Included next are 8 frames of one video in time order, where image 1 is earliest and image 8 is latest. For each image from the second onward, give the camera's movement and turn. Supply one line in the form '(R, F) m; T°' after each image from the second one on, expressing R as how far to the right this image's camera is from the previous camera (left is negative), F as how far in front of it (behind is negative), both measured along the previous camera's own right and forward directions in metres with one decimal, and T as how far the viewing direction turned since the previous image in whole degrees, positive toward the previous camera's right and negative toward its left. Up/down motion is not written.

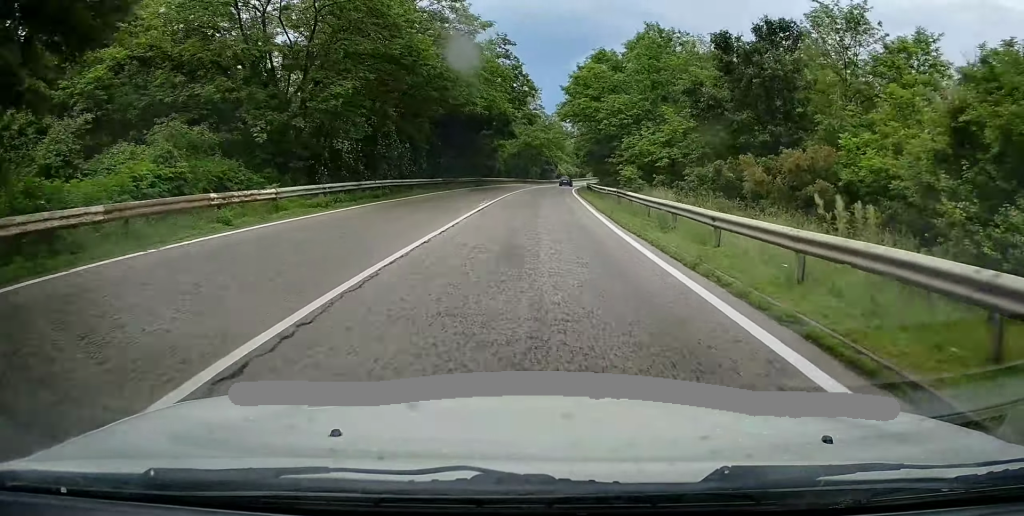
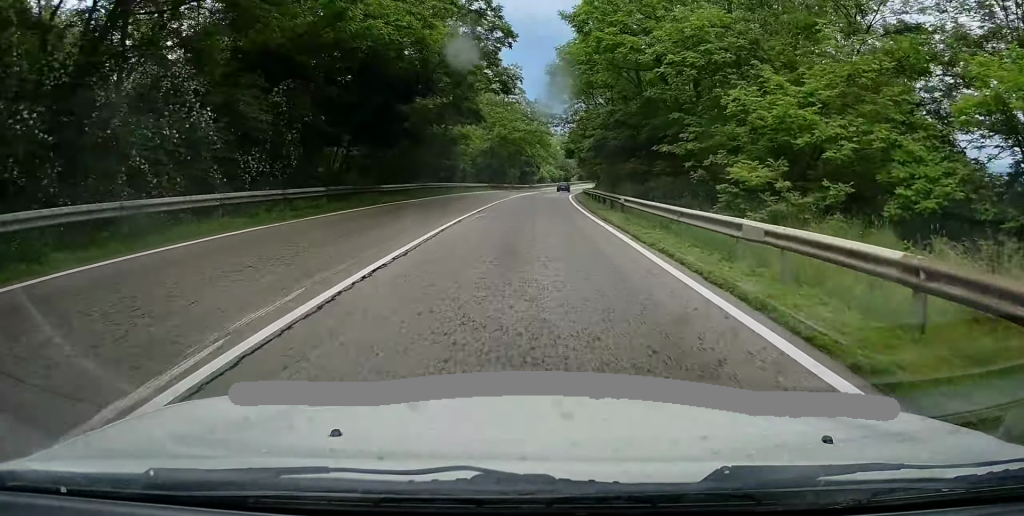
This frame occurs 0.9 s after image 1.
(+0.3, +21.7) m; +2°
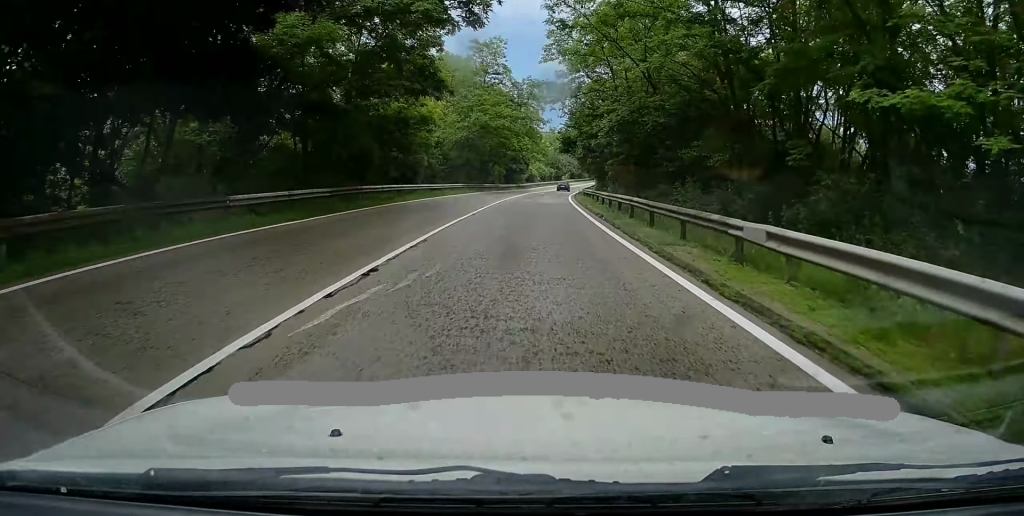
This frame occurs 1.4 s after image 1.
(+0.2, +14.2) m; +1°
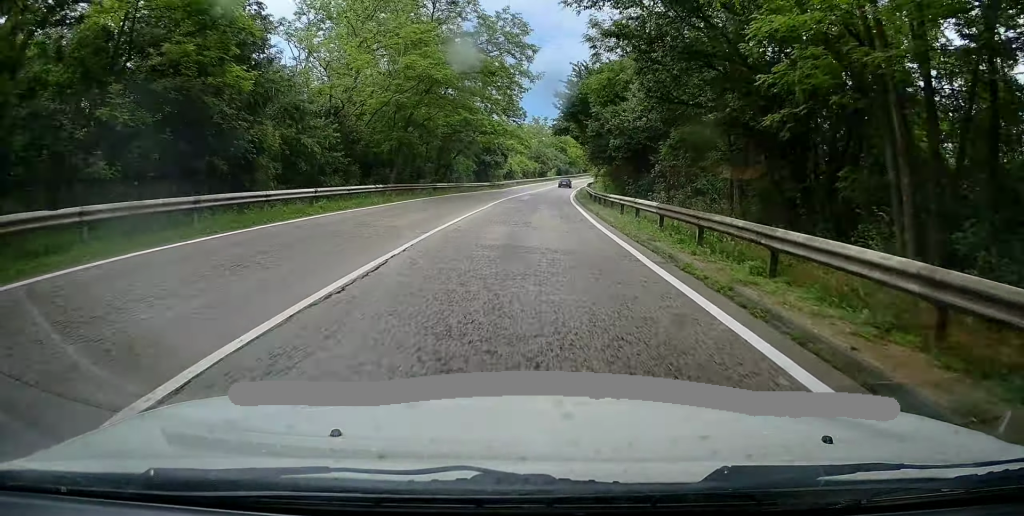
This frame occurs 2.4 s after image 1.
(+0.4, +24.3) m; +1°
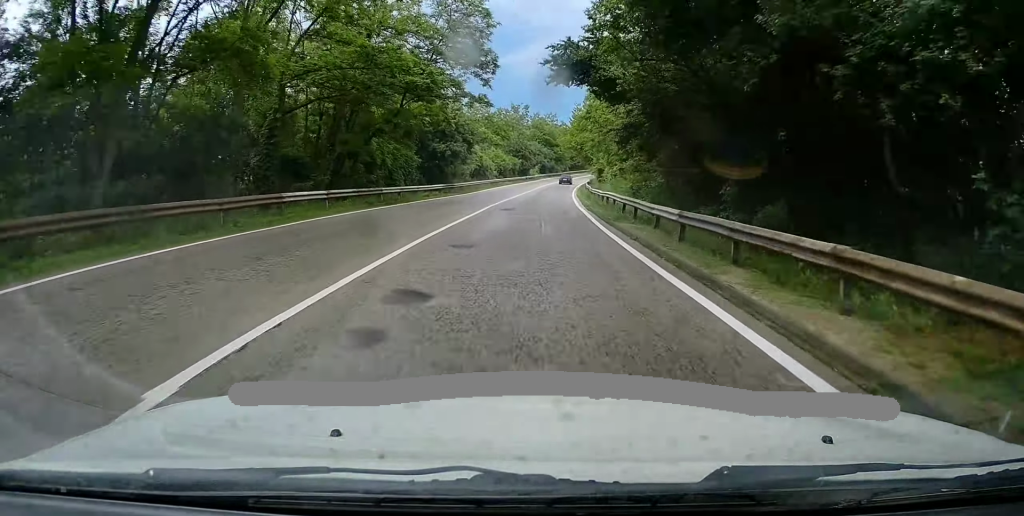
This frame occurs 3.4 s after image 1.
(+0.2, +25.1) m; +1°
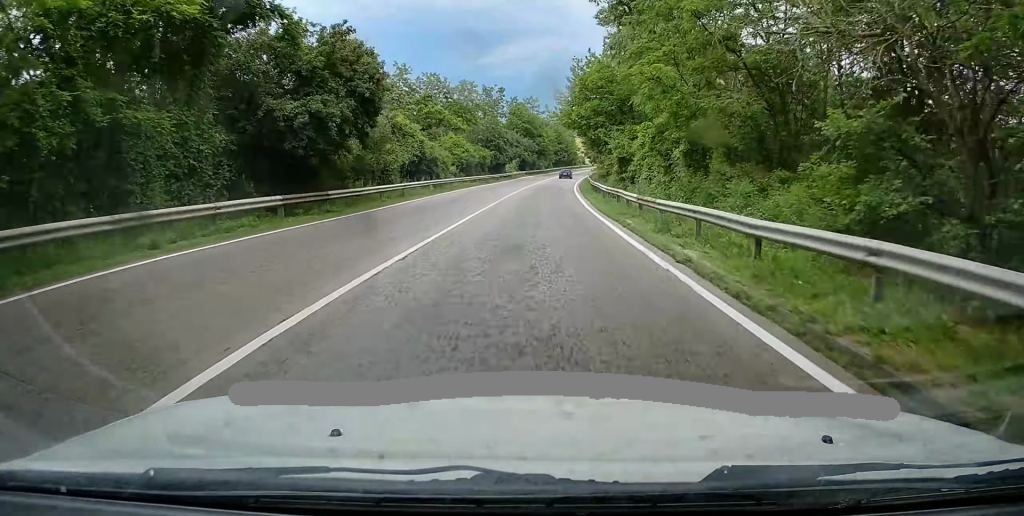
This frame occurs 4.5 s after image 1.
(+0.3, +26.8) m; +2°
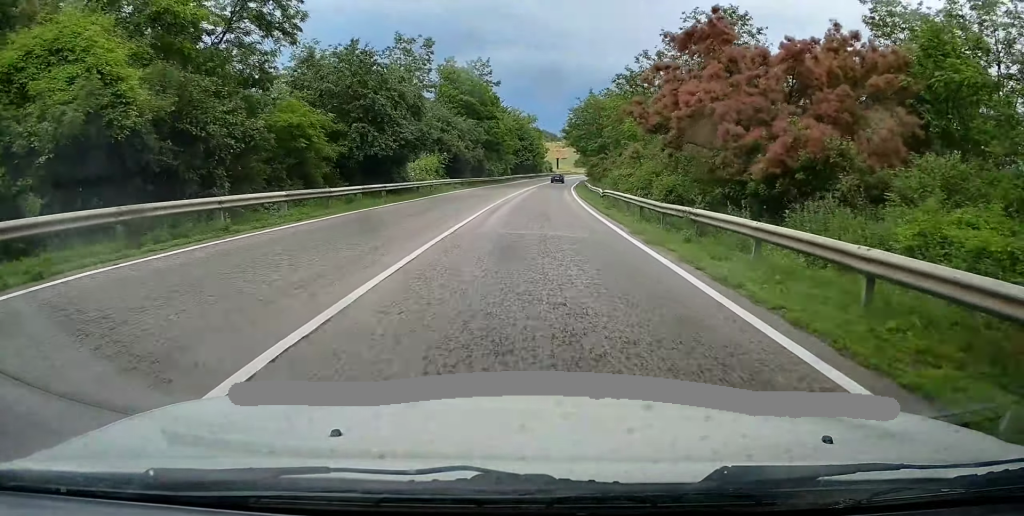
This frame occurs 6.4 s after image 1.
(+1.9, +48.9) m; +4°
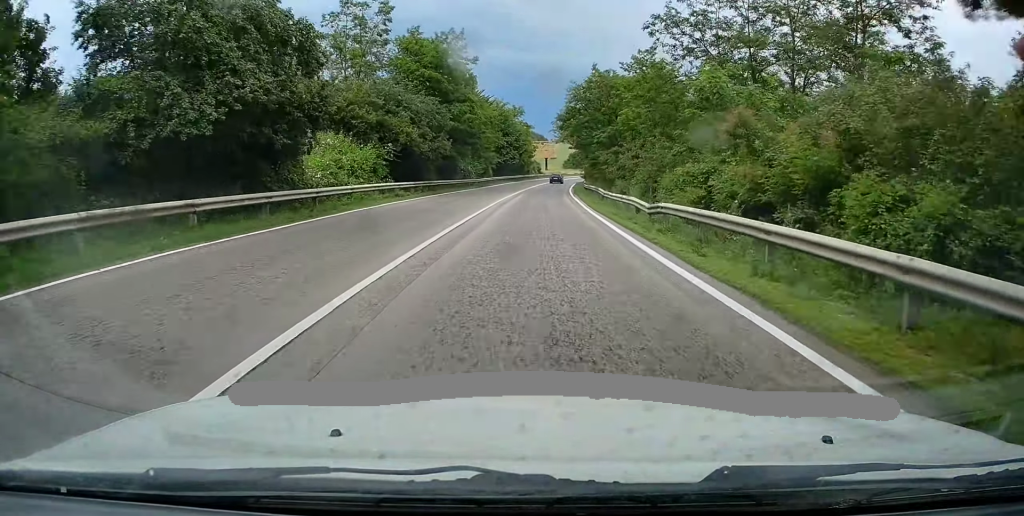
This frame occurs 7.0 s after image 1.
(+0.2, +16.2) m; +1°
